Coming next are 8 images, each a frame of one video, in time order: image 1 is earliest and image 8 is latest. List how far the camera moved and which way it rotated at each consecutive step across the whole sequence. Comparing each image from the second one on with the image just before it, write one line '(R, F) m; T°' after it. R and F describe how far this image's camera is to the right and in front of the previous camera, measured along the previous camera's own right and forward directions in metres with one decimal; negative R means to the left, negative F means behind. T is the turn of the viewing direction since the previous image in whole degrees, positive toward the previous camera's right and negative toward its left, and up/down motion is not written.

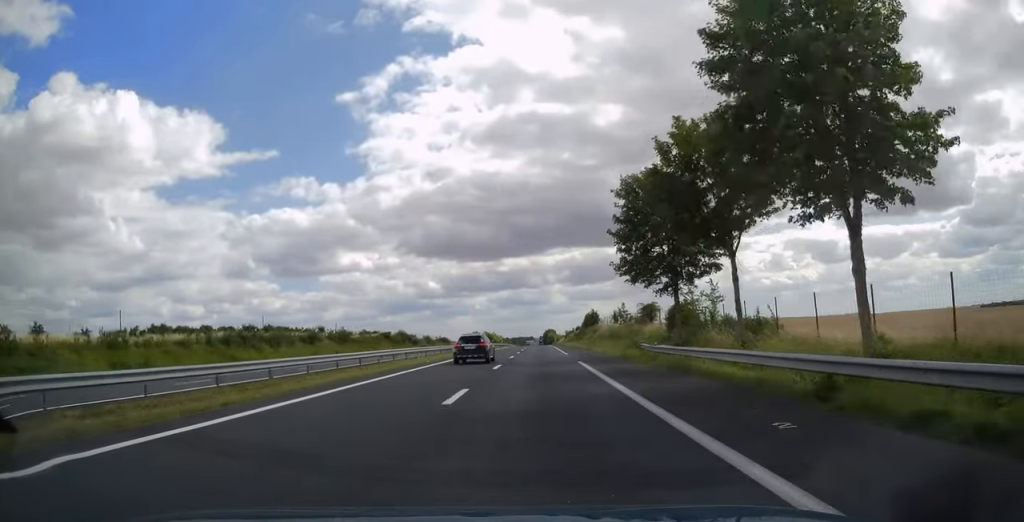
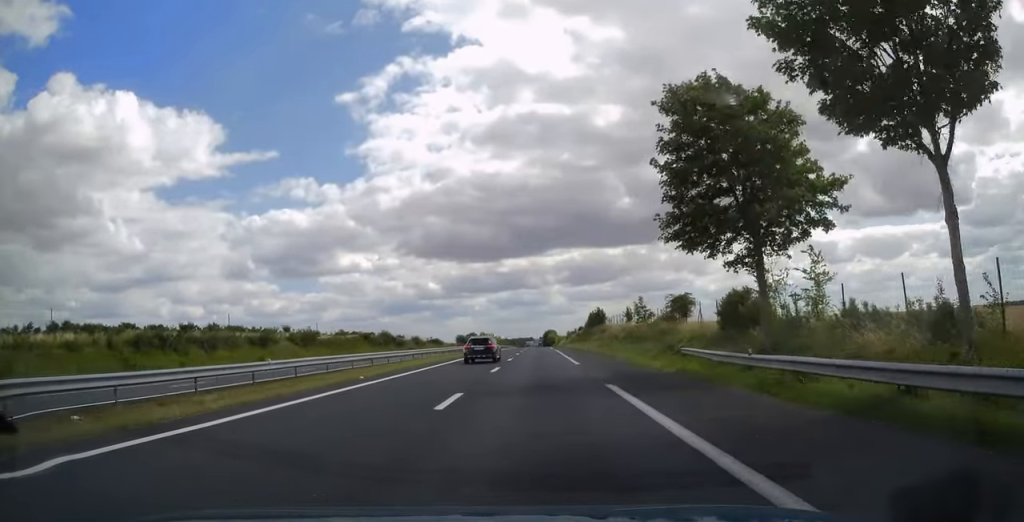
(0.0, +14.1) m; 0°
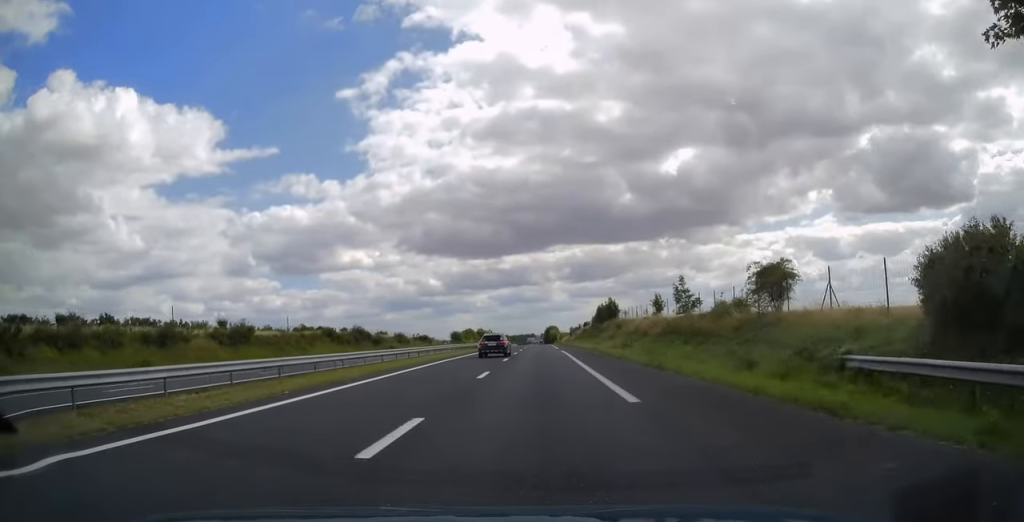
(0.0, +18.7) m; 0°
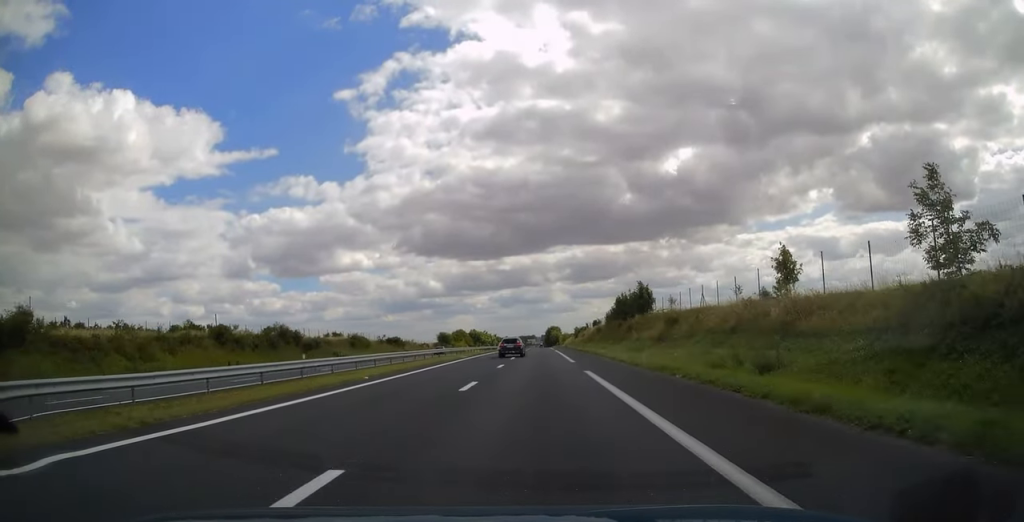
(0.0, +30.6) m; 0°
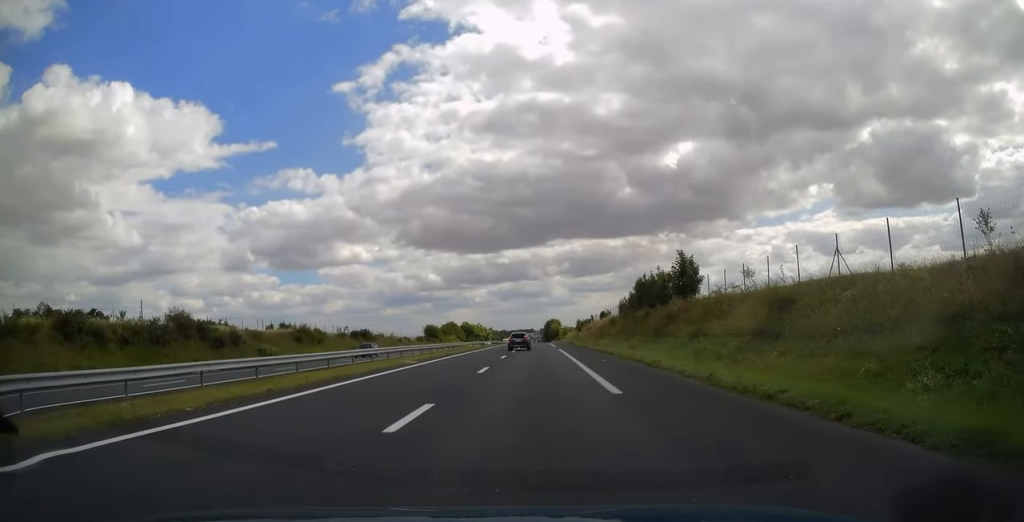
(0.0, +20.7) m; 0°
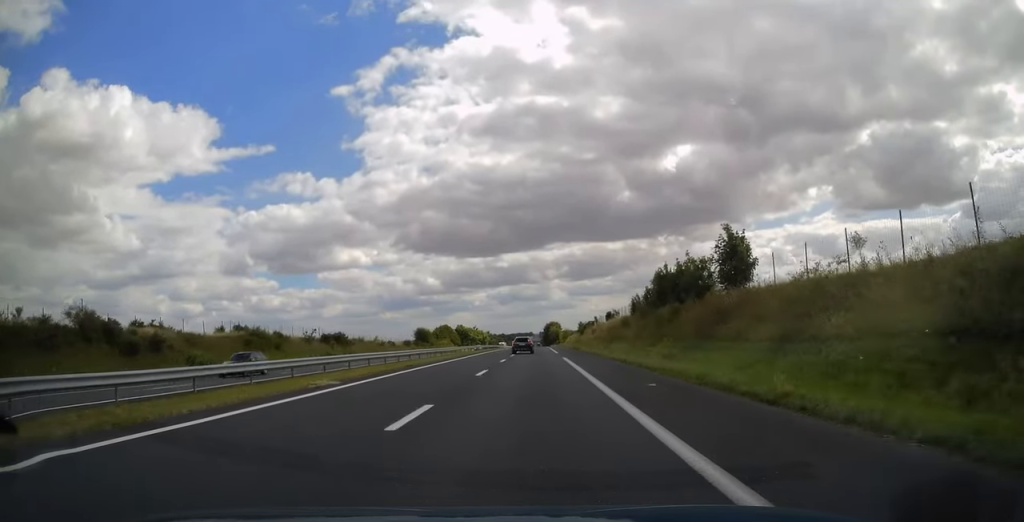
(0.0, +12.6) m; 0°
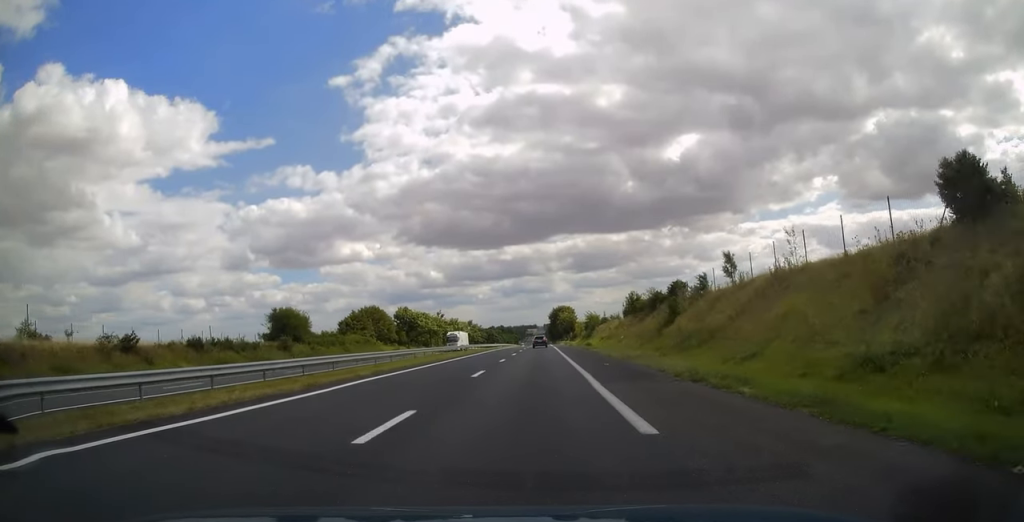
(0.0, +91.6) m; 0°
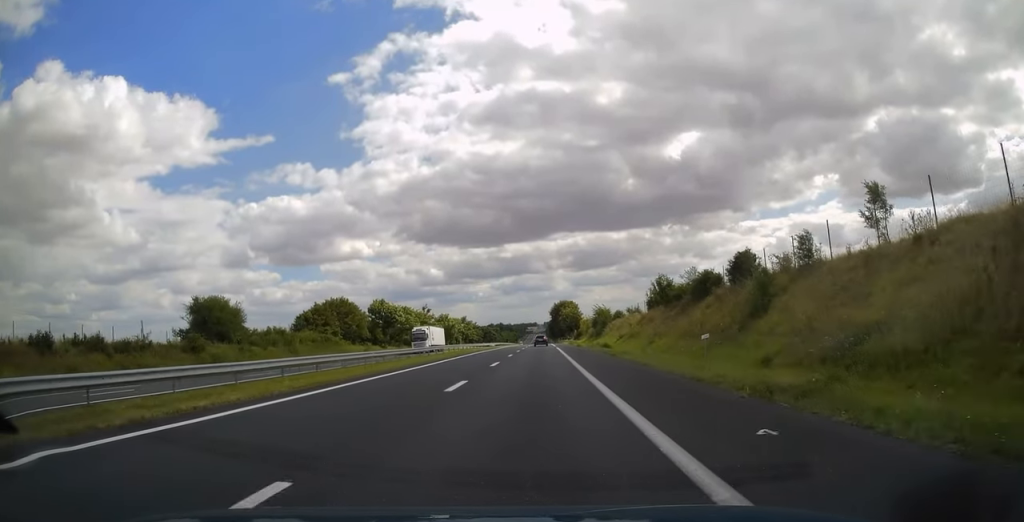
(-0.1, +18.4) m; 0°
